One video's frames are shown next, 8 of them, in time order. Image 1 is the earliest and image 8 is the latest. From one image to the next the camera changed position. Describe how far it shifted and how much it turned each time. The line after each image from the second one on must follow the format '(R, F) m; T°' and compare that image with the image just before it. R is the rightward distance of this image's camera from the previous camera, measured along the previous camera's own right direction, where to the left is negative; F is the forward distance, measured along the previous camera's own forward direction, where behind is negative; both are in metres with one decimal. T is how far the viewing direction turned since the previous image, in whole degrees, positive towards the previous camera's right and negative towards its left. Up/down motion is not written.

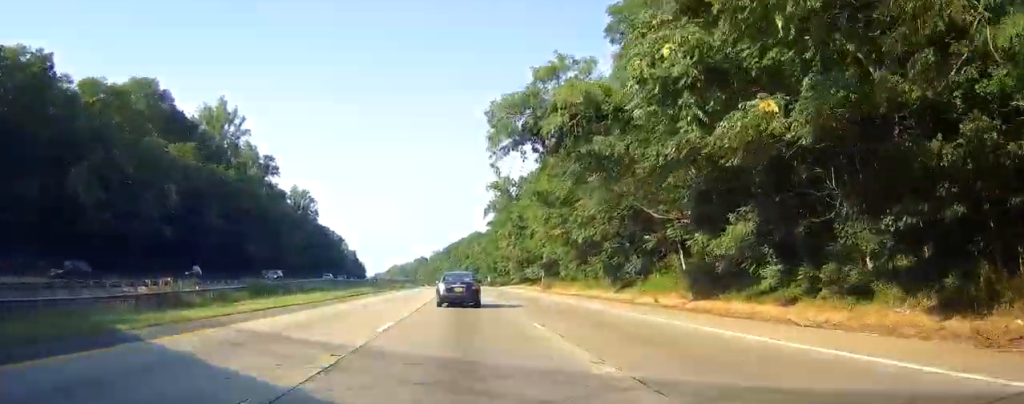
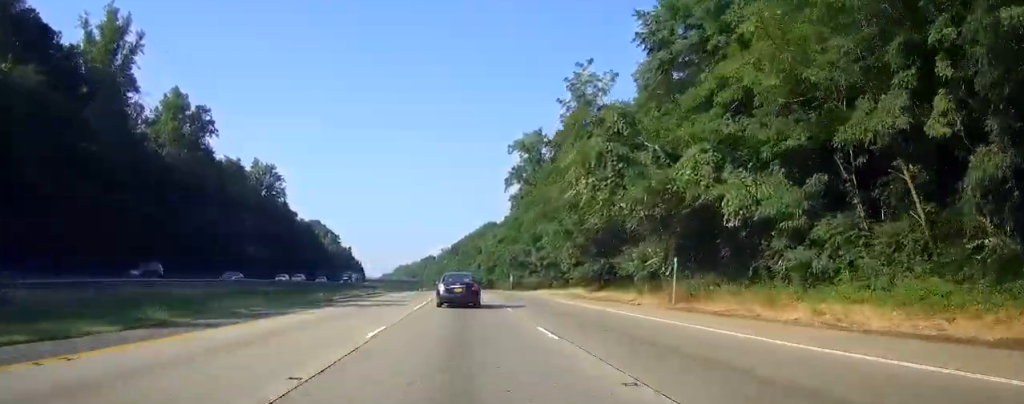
(-0.3, +52.9) m; -1°
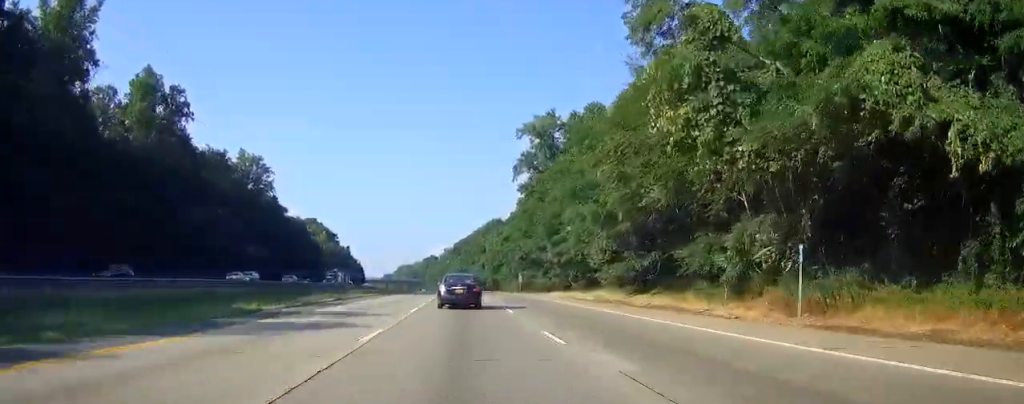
(0.0, +13.8) m; 0°
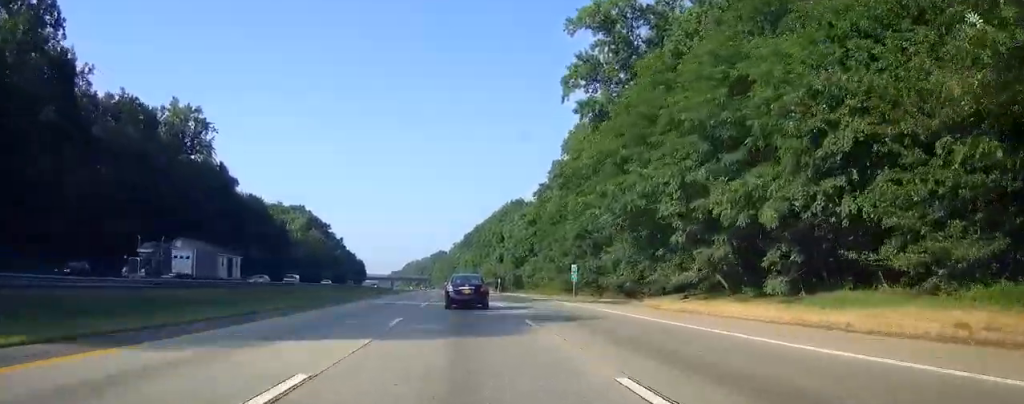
(-0.2, +46.1) m; -1°
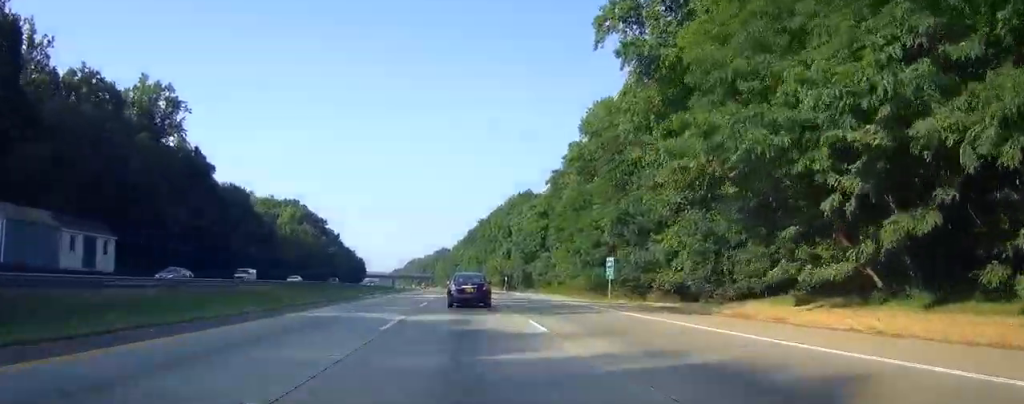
(0.0, +14.7) m; 0°
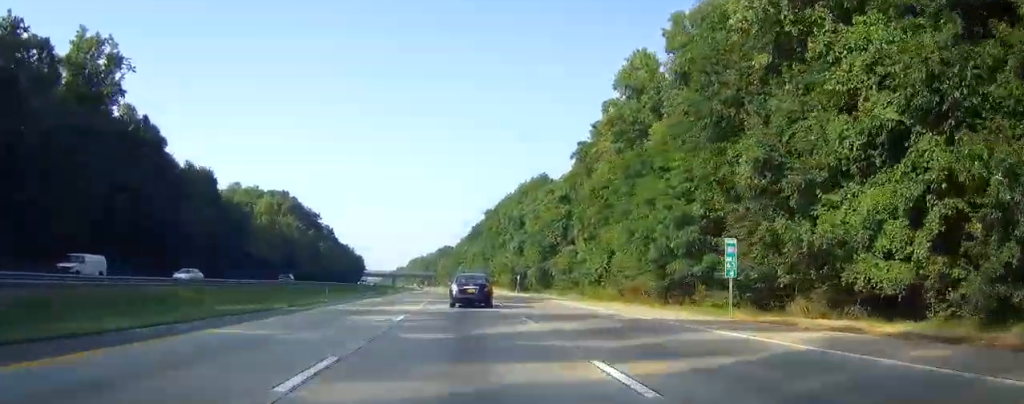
(-0.1, +22.4) m; 0°
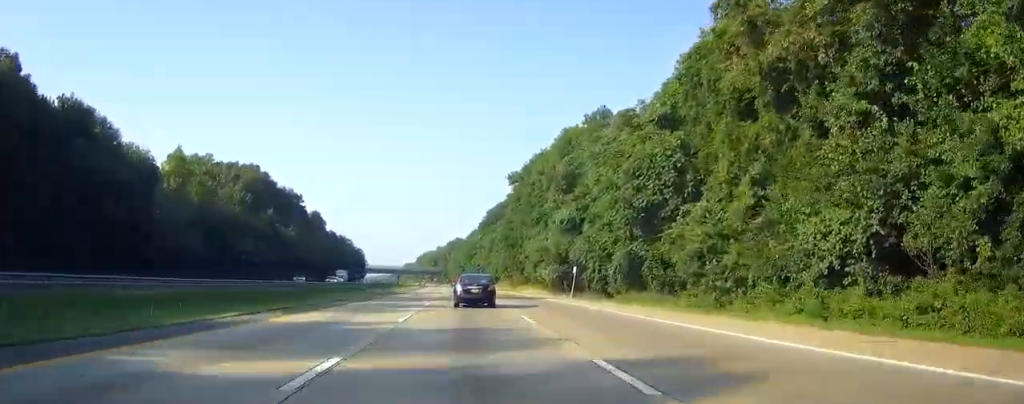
(-0.6, +50.5) m; -1°
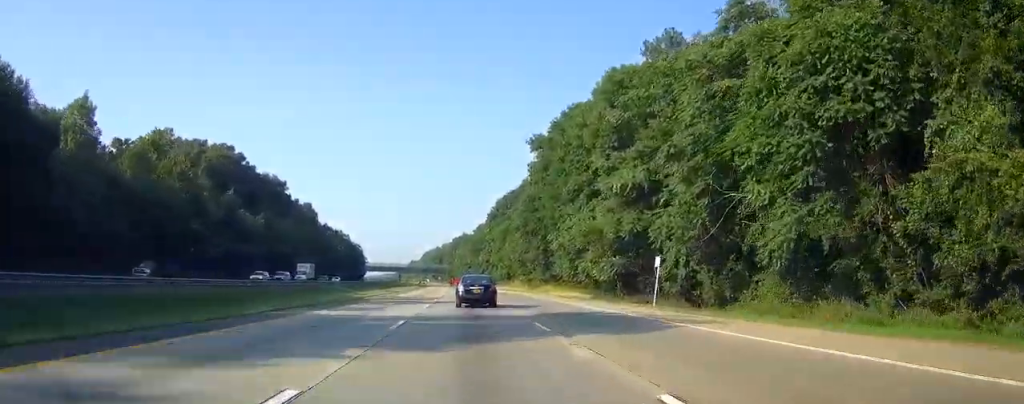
(-0.2, +28.1) m; 0°
